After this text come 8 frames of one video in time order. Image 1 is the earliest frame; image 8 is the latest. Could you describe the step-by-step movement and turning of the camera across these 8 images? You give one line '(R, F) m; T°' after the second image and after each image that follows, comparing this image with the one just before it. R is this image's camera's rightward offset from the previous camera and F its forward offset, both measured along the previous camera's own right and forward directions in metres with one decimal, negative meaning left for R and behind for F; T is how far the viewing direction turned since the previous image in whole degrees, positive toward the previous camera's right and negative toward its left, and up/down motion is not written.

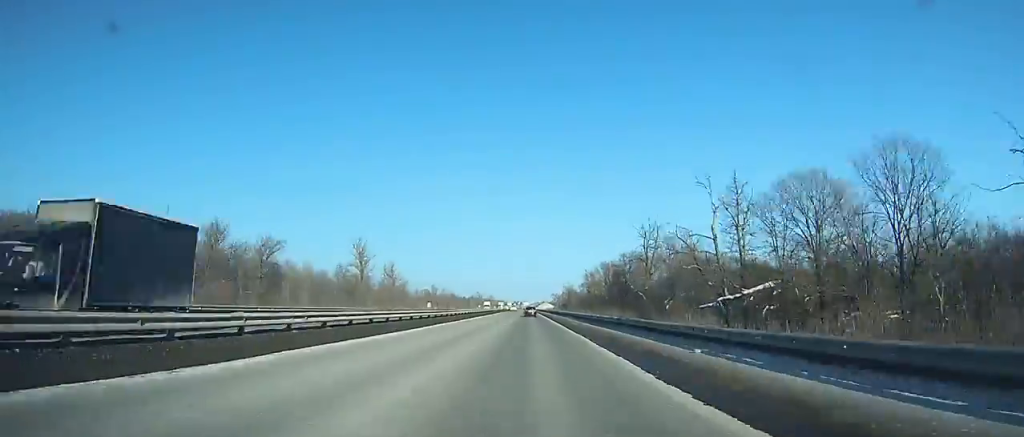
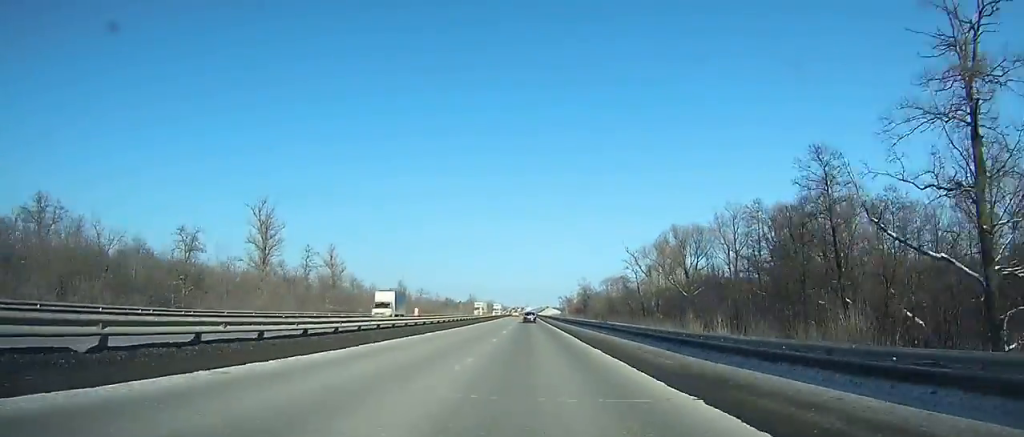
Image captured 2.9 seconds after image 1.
(-0.2, +88.5) m; 0°
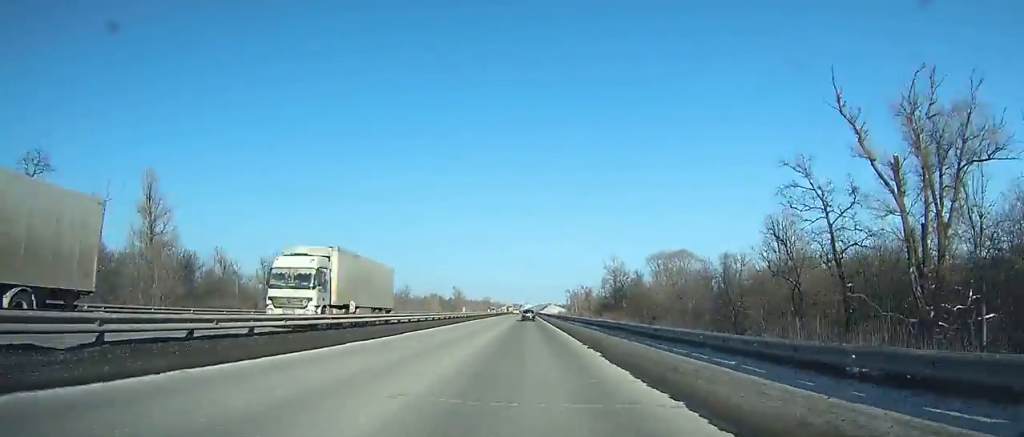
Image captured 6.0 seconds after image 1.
(-0.2, +94.2) m; 0°
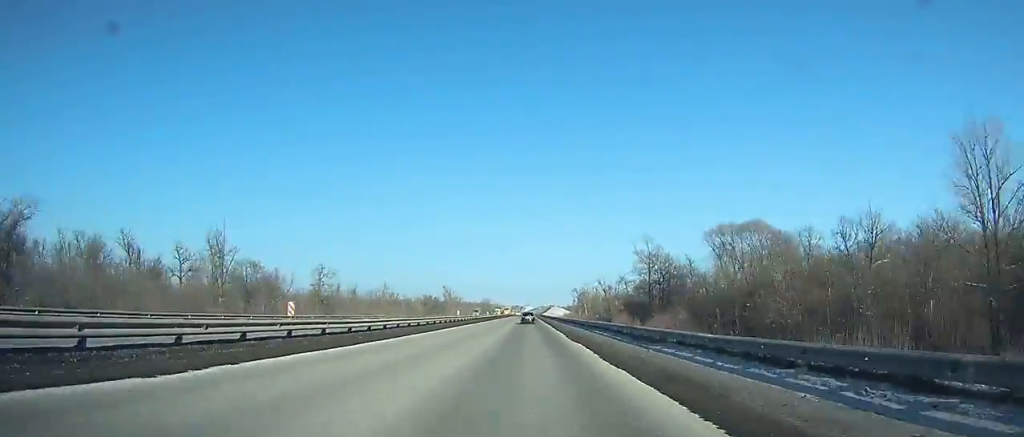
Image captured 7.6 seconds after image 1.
(-0.1, +48.2) m; 0°
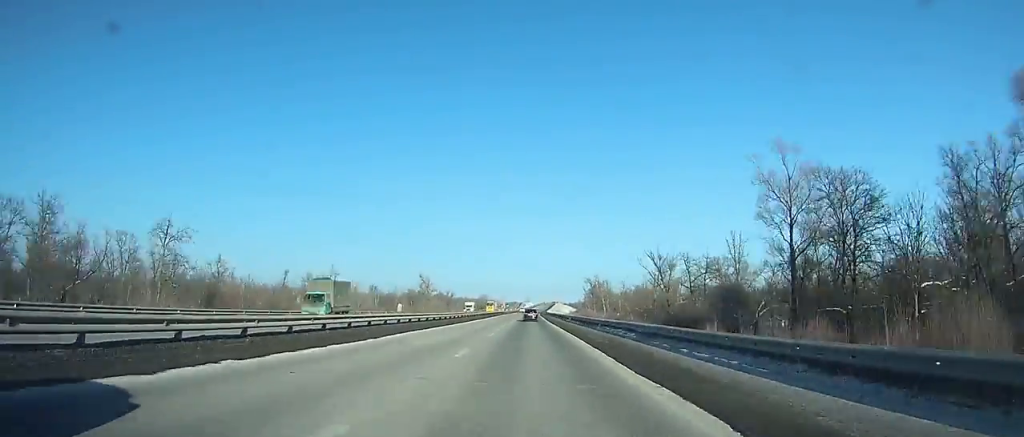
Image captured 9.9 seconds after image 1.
(0.0, +69.0) m; 0°
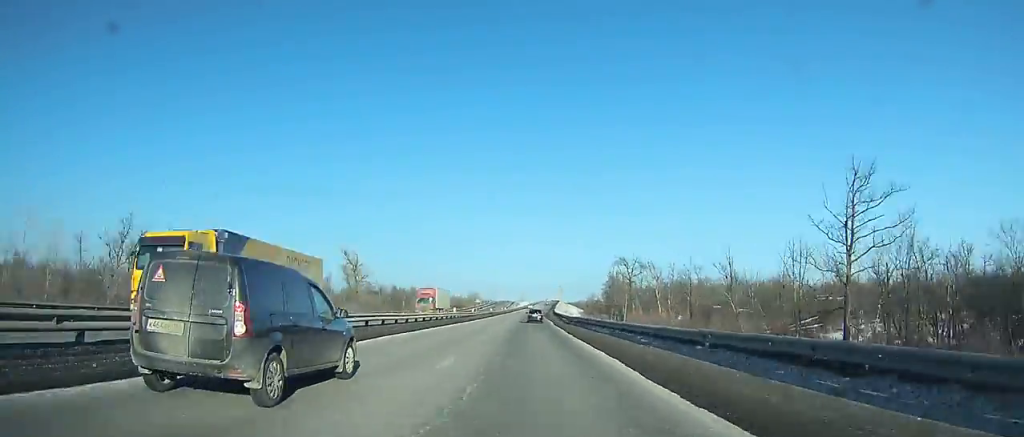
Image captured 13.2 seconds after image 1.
(+0.3, +98.0) m; +1°
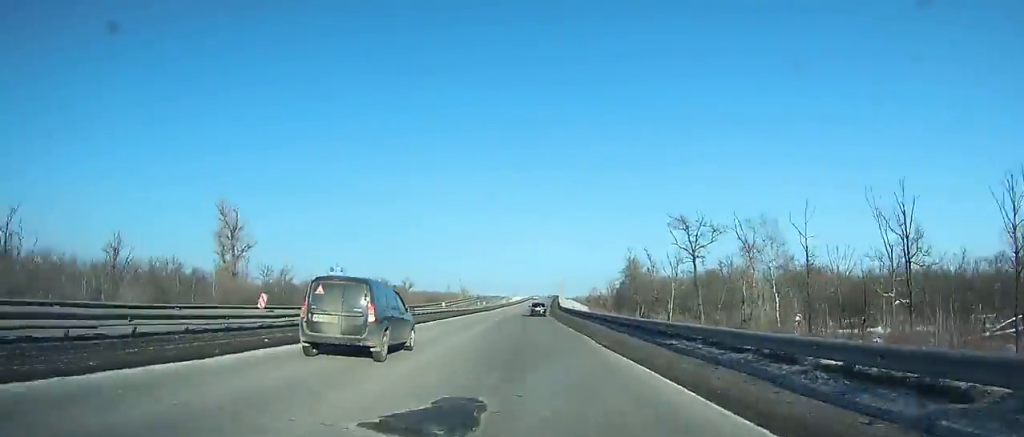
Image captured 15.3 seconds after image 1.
(+0.2, +62.0) m; +1°
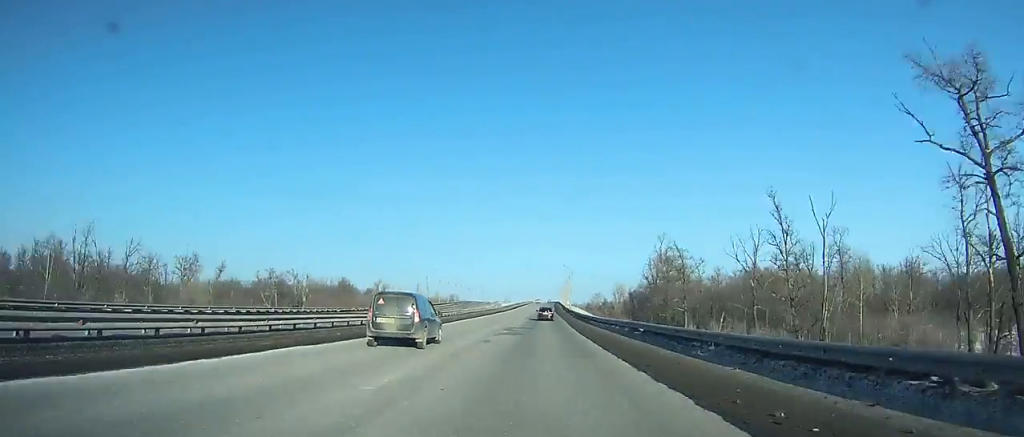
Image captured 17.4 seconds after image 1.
(+0.1, +61.6) m; +1°
